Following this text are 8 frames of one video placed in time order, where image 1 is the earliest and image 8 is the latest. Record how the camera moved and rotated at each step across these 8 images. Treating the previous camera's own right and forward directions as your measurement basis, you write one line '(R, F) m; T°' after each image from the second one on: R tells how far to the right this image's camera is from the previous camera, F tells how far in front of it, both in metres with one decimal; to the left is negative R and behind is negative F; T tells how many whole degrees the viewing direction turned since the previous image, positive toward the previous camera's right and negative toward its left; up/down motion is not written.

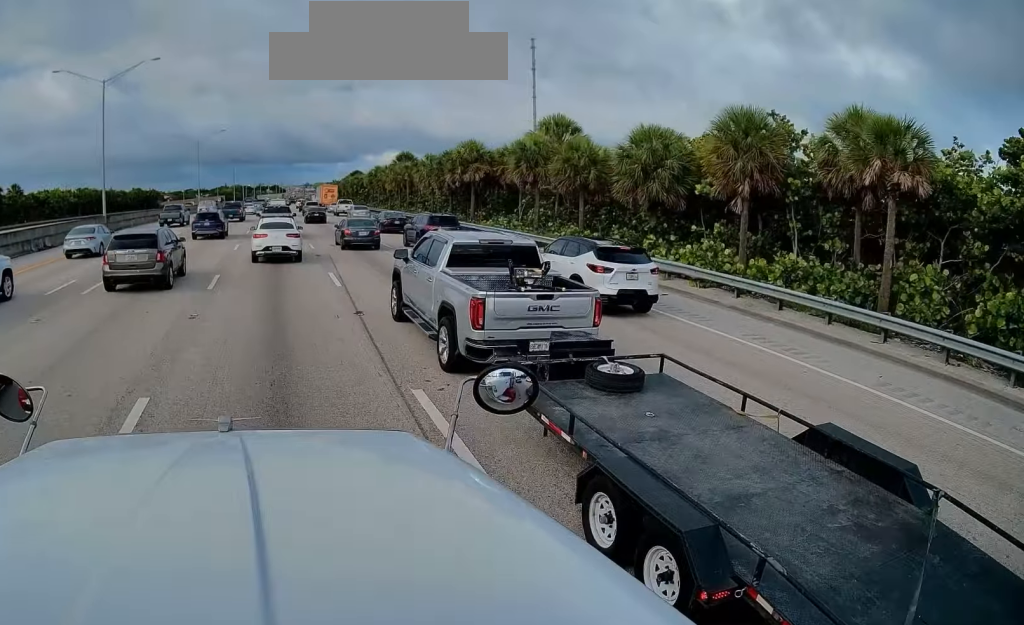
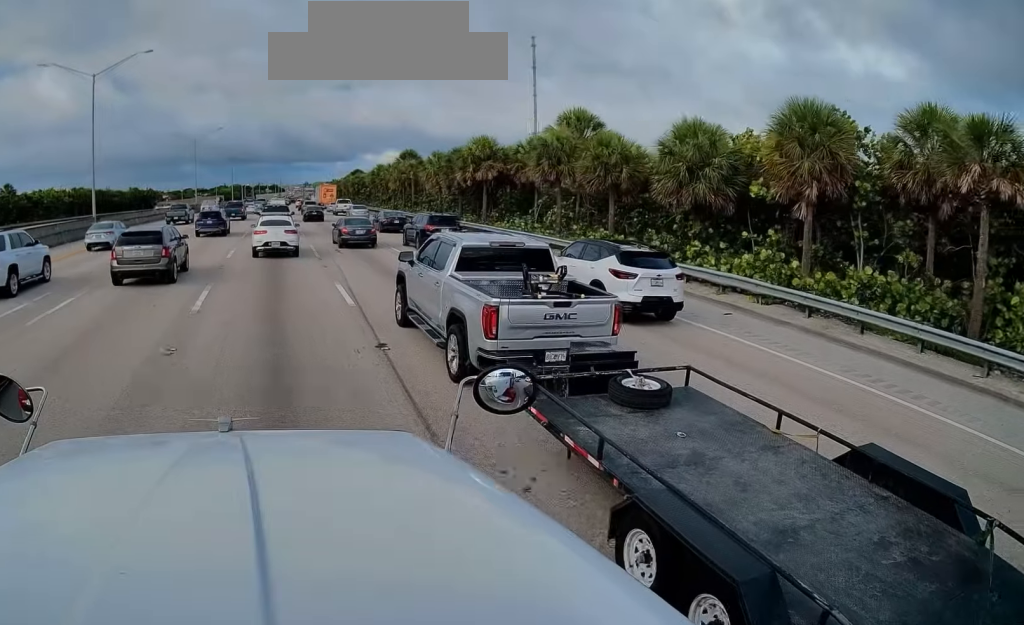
(+0.2, +2.7) m; 0°
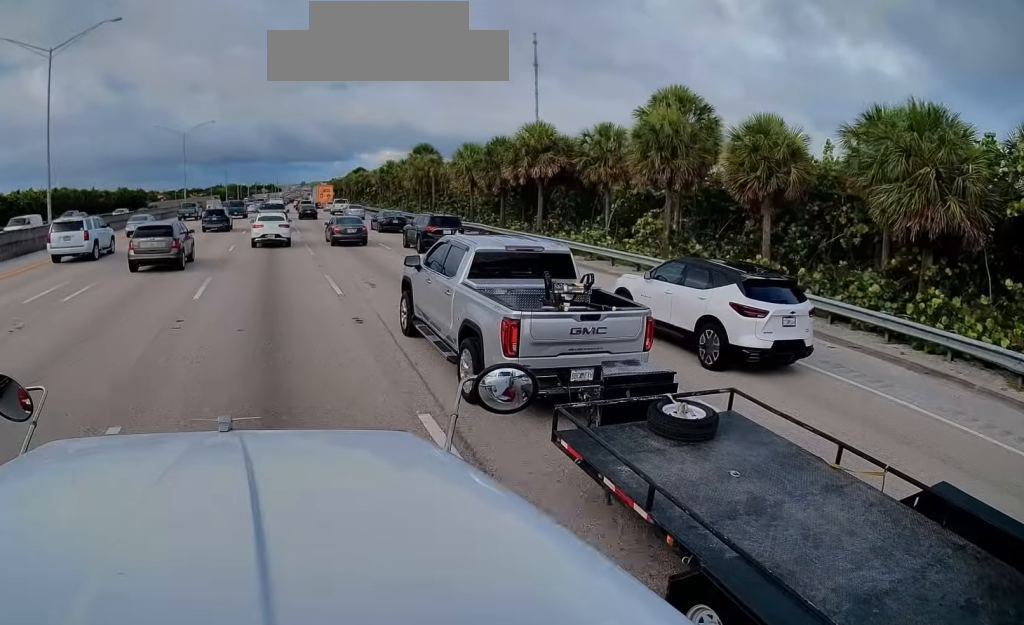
(-0.1, +10.2) m; 0°
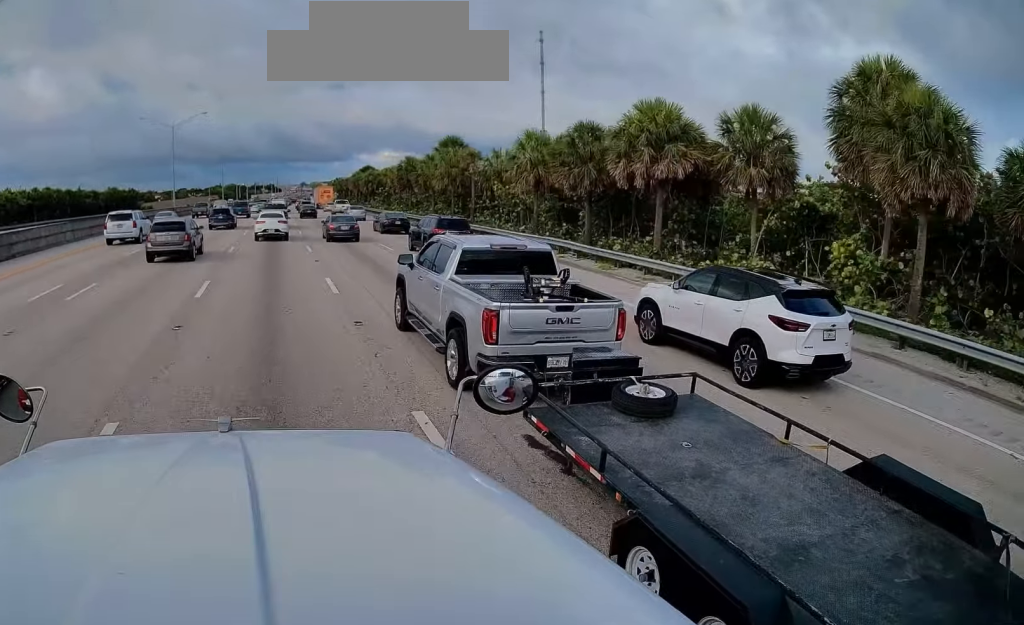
(-0.1, +12.2) m; 0°
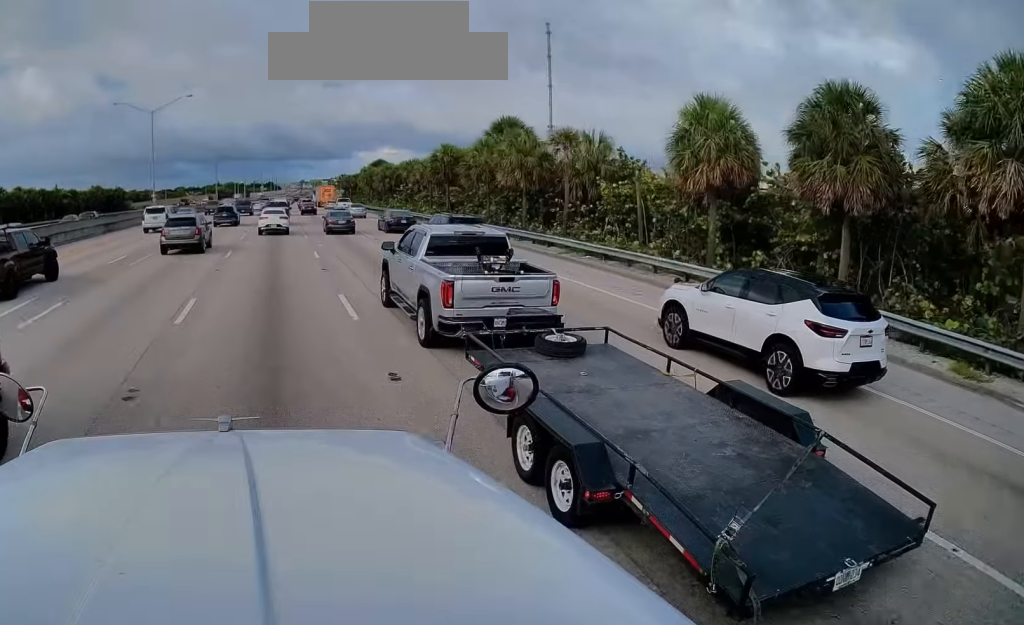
(-0.1, +16.1) m; -1°
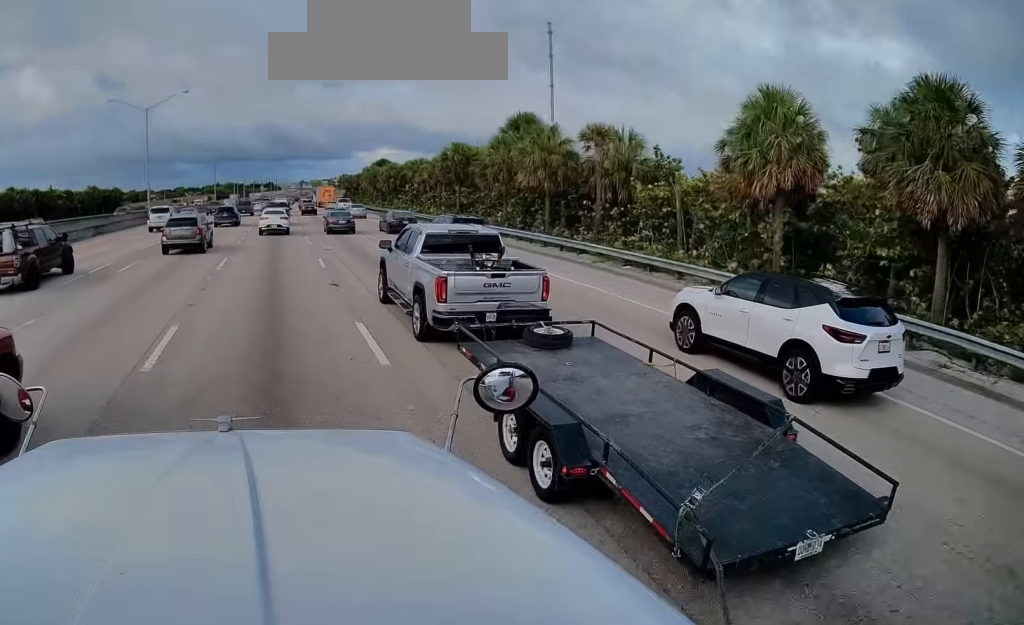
(+0.1, +3.3) m; 0°
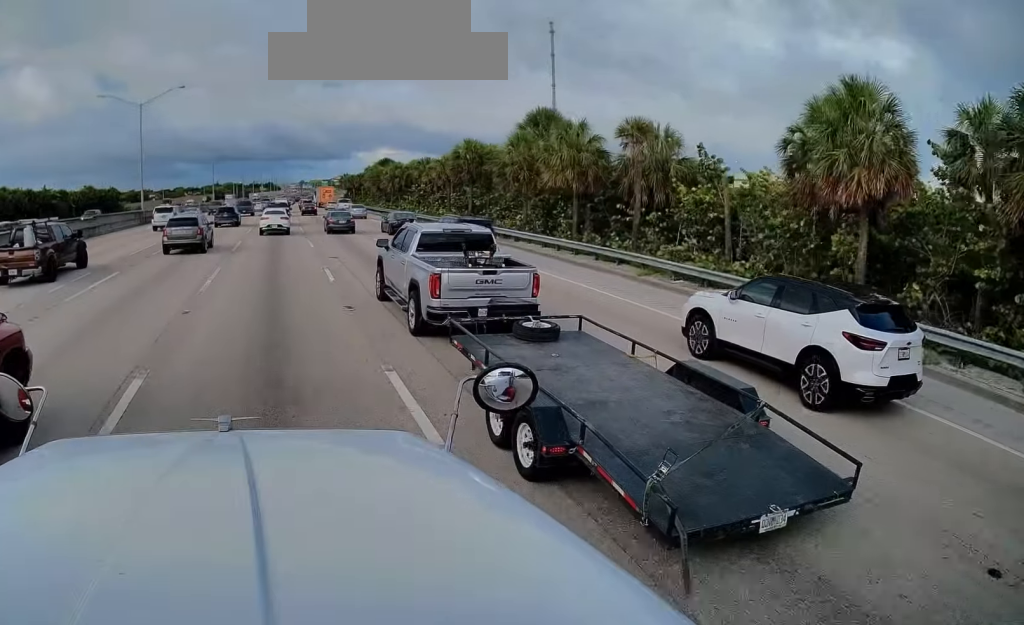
(0.0, +3.4) m; 0°
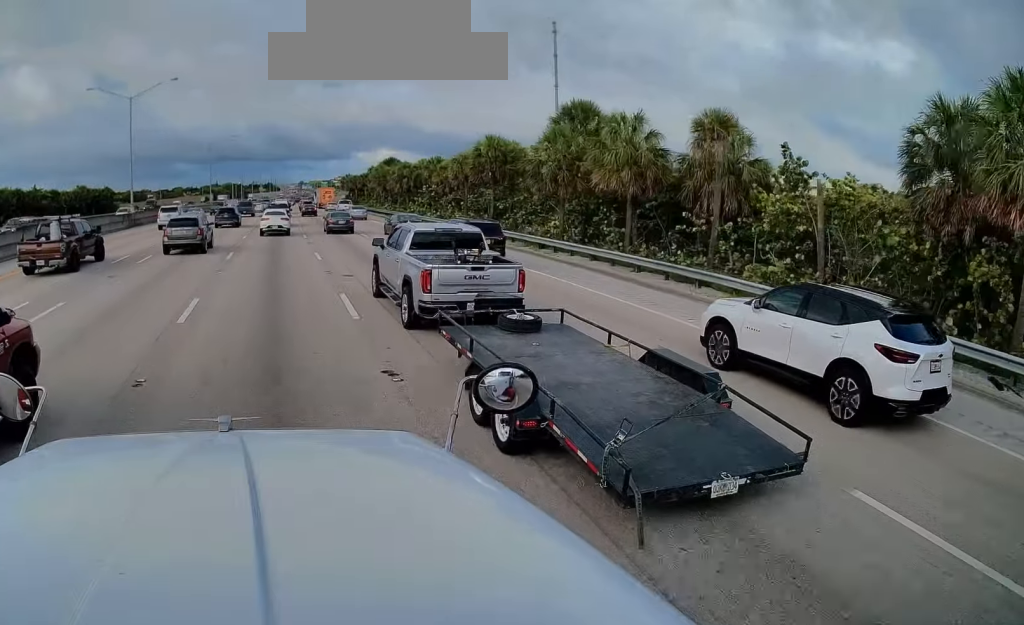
(-0.2, +5.1) m; 0°
